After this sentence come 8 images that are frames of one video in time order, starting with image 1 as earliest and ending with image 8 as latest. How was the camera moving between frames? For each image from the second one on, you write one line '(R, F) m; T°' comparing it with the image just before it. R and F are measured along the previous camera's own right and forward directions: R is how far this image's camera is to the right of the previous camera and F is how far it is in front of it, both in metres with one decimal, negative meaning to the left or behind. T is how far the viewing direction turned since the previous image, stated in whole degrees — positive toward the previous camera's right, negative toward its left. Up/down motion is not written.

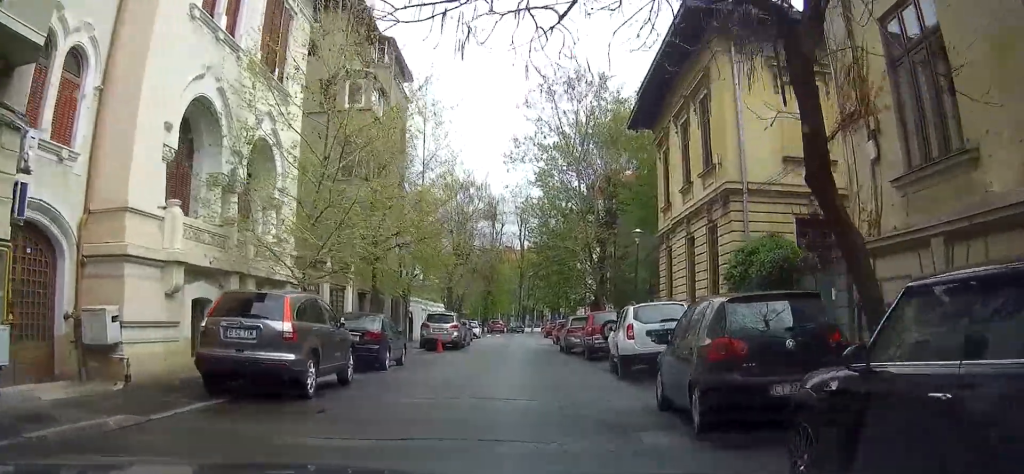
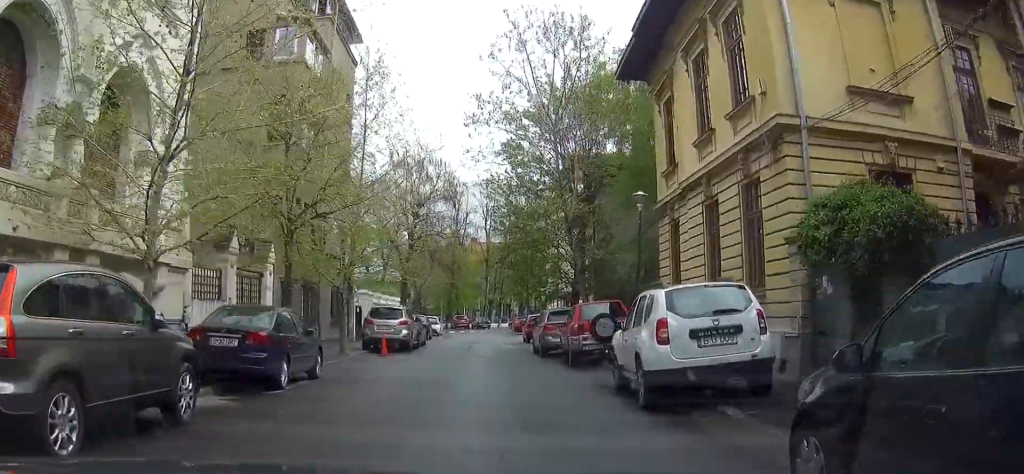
(0.0, +6.3) m; 0°
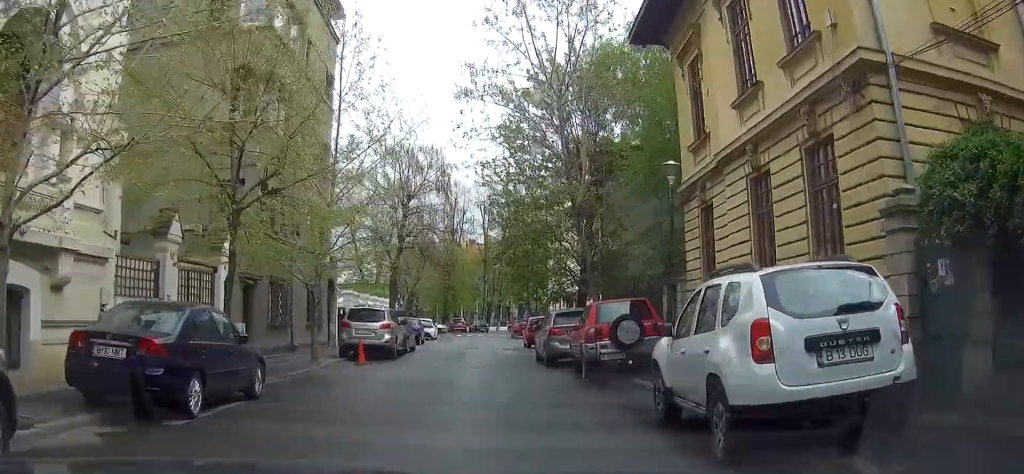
(+0.2, +3.7) m; -2°
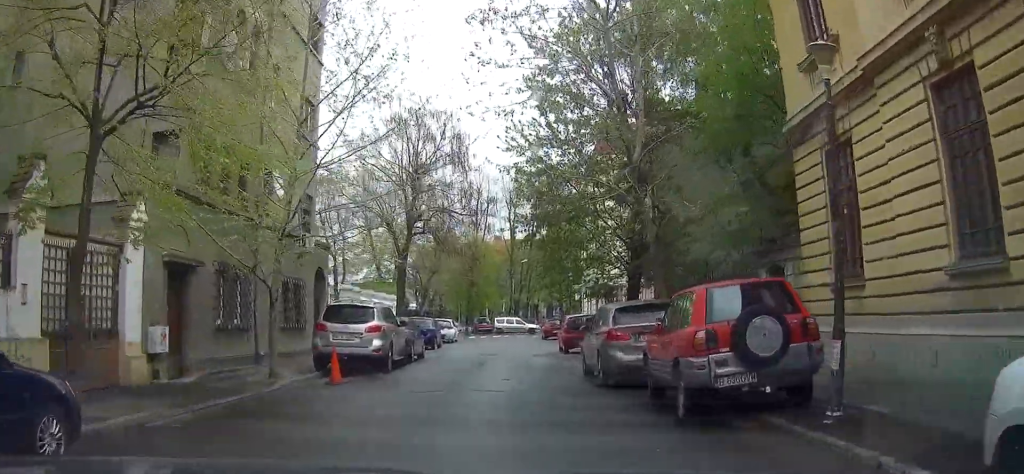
(-0.5, +6.4) m; -2°
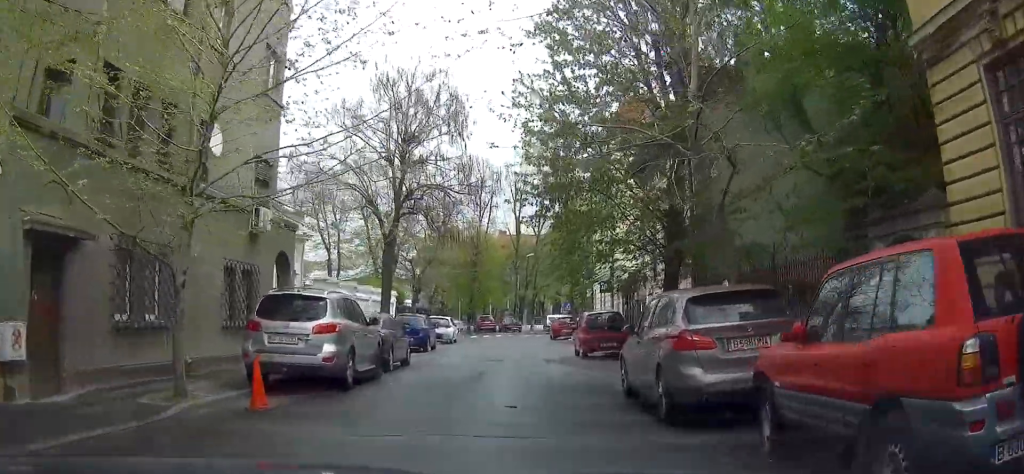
(+0.1, +5.1) m; 0°
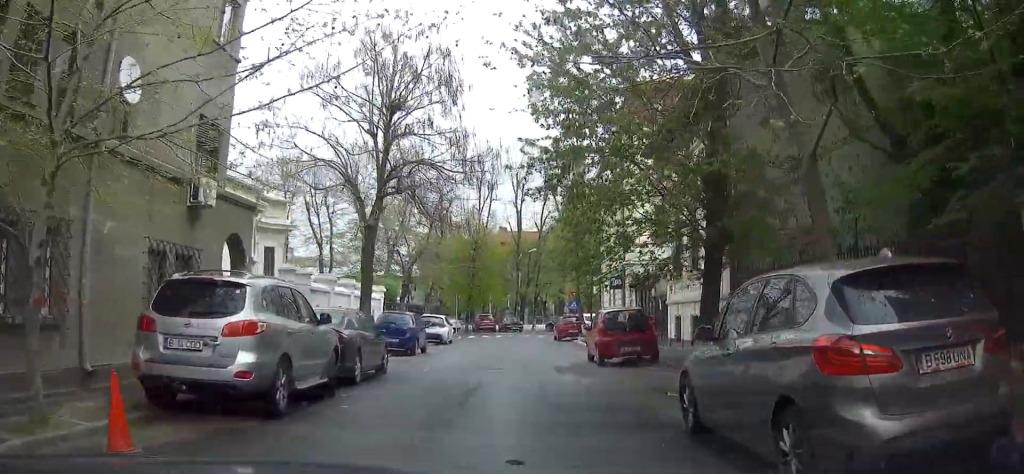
(+0.1, +4.0) m; +1°
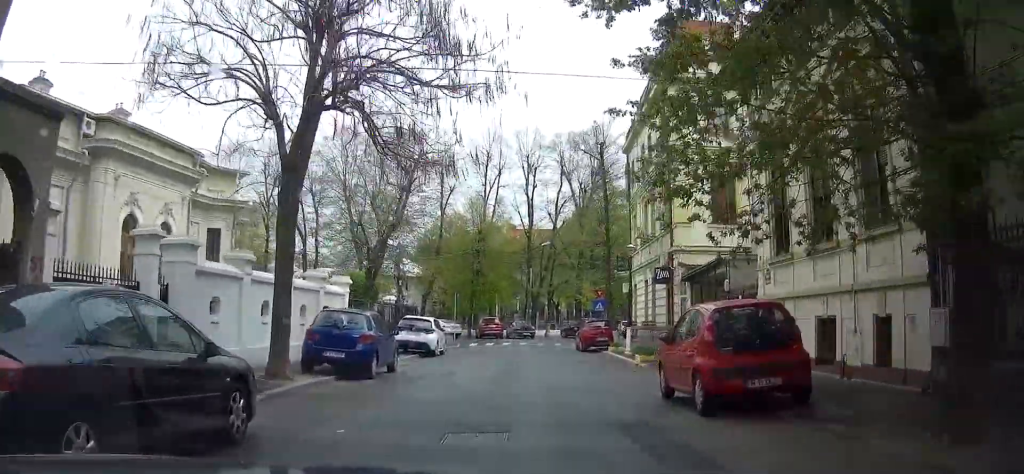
(-0.2, +9.9) m; -1°
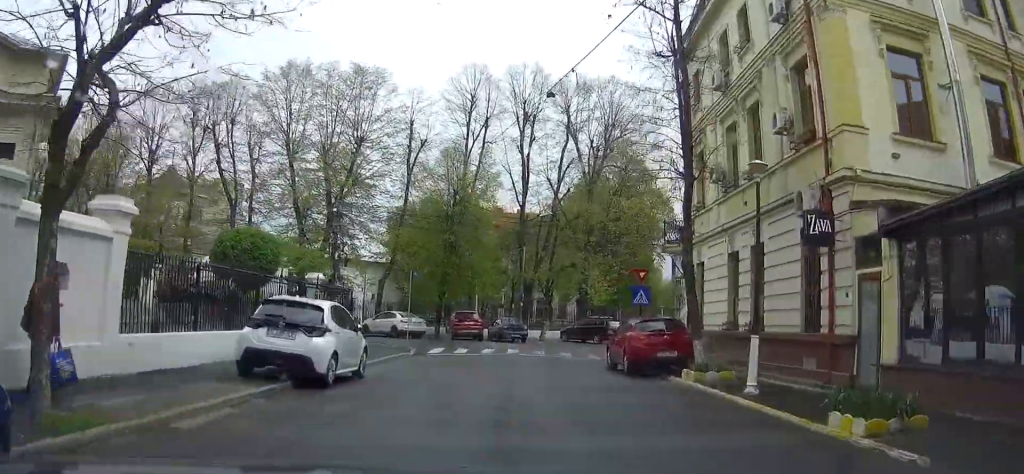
(+0.2, +14.6) m; +4°
